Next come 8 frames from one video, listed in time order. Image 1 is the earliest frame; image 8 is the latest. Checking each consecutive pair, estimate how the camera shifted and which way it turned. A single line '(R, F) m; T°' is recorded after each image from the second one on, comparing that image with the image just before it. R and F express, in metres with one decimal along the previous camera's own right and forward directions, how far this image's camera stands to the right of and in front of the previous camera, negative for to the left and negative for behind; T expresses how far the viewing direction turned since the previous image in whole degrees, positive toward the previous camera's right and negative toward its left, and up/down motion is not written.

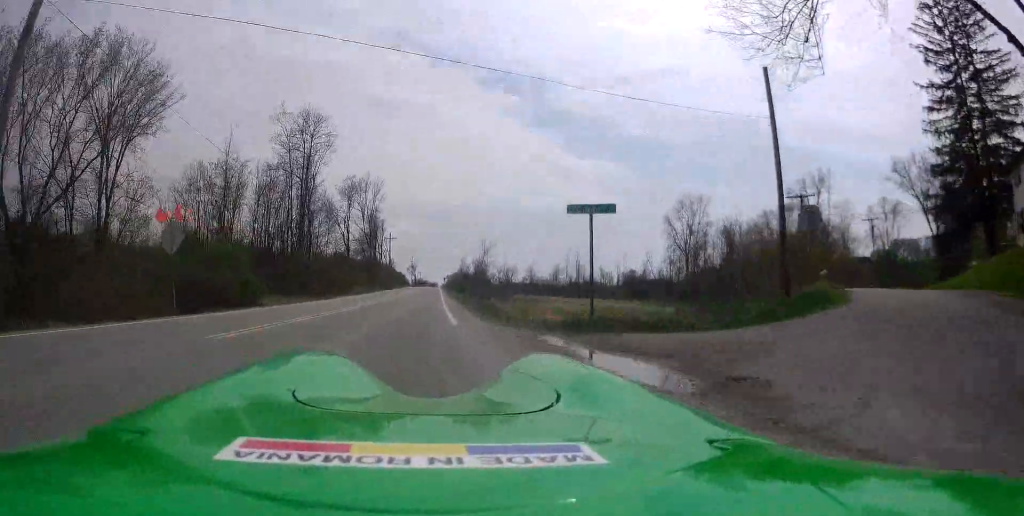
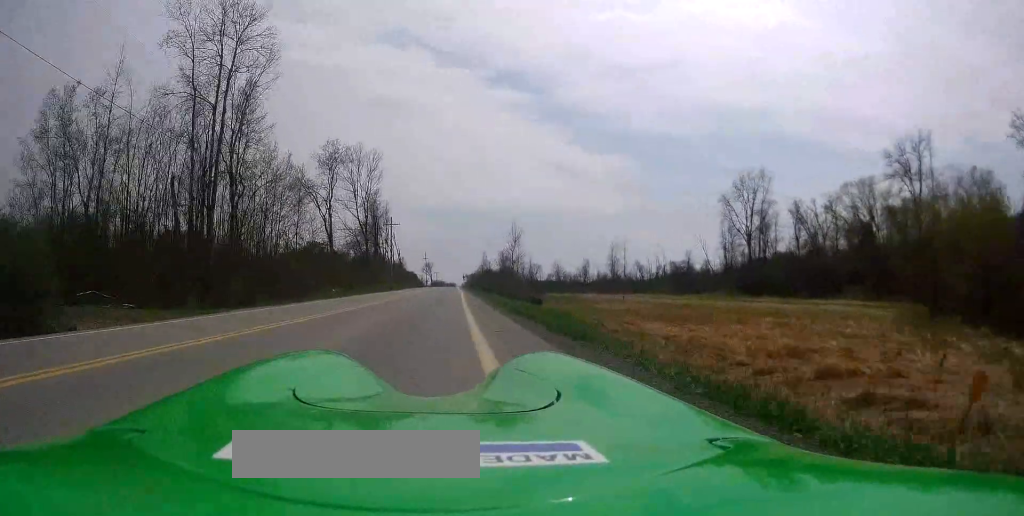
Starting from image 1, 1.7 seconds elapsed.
(+0.4, +26.1) m; 0°
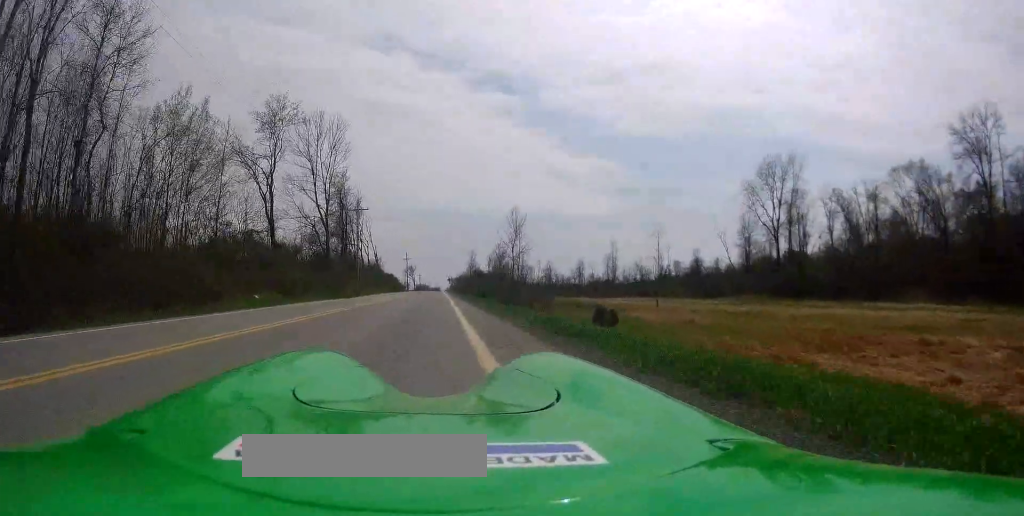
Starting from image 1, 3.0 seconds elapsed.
(-0.4, +19.2) m; 0°
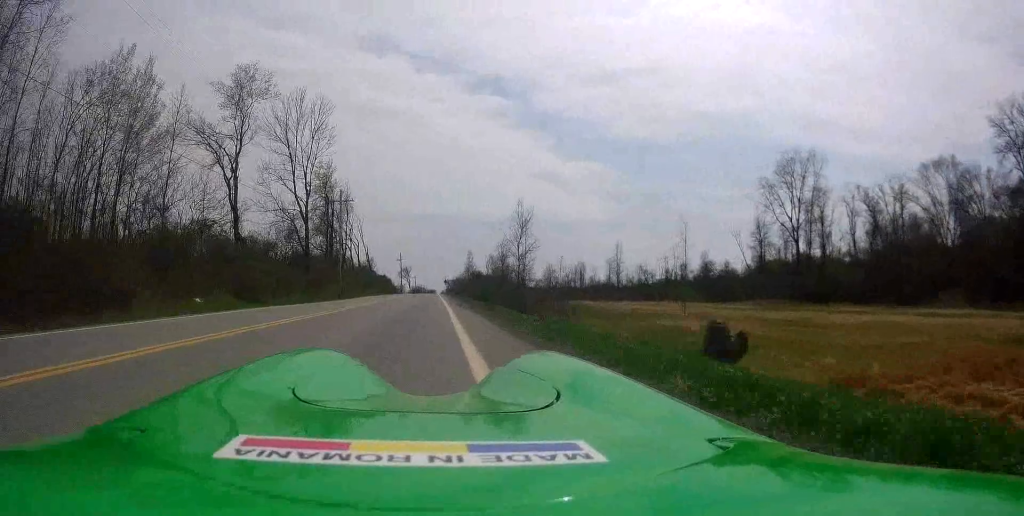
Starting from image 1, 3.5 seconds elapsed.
(0.0, +8.3) m; +1°
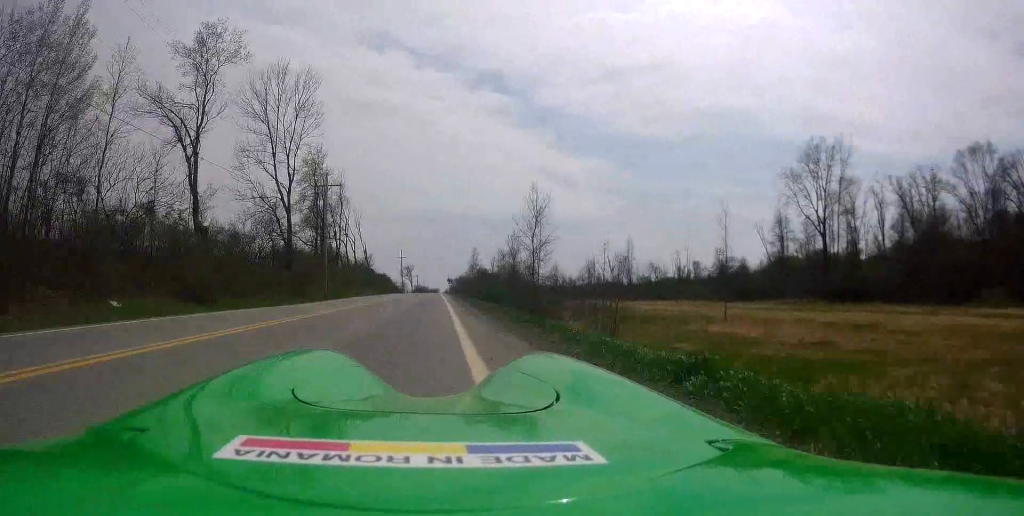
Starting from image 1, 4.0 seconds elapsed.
(+0.1, +8.3) m; 0°
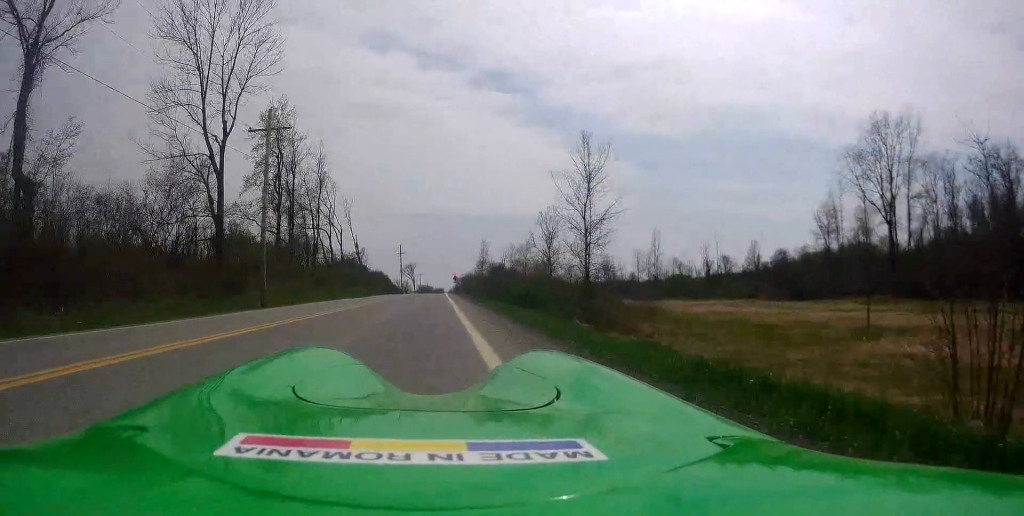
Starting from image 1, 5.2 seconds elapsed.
(-0.1, +18.1) m; -1°
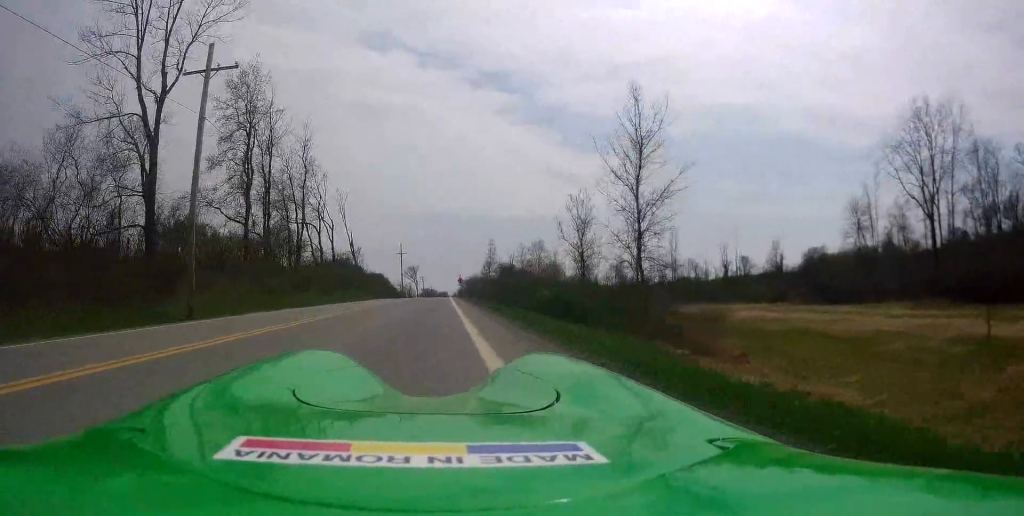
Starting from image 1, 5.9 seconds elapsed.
(-0.1, +9.2) m; -1°
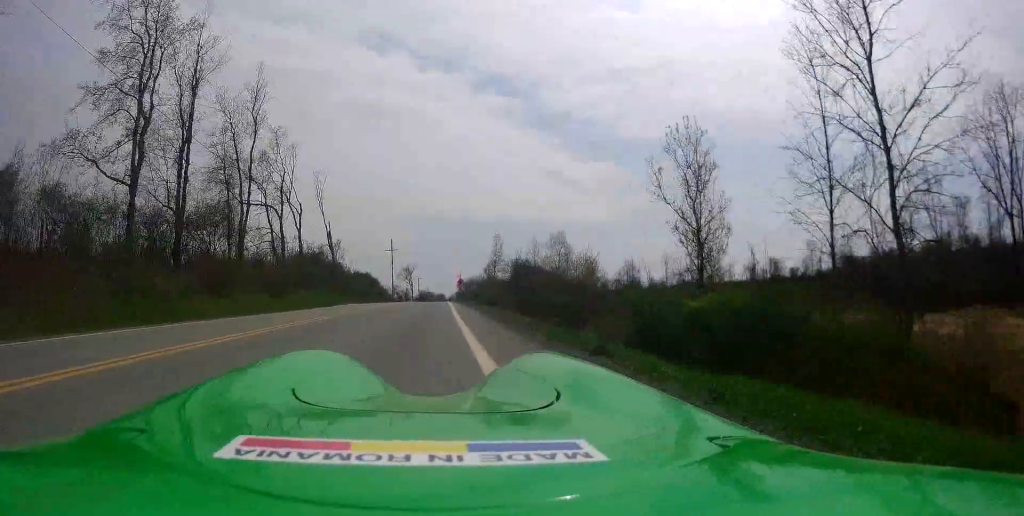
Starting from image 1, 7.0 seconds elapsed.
(-0.2, +16.3) m; 0°
